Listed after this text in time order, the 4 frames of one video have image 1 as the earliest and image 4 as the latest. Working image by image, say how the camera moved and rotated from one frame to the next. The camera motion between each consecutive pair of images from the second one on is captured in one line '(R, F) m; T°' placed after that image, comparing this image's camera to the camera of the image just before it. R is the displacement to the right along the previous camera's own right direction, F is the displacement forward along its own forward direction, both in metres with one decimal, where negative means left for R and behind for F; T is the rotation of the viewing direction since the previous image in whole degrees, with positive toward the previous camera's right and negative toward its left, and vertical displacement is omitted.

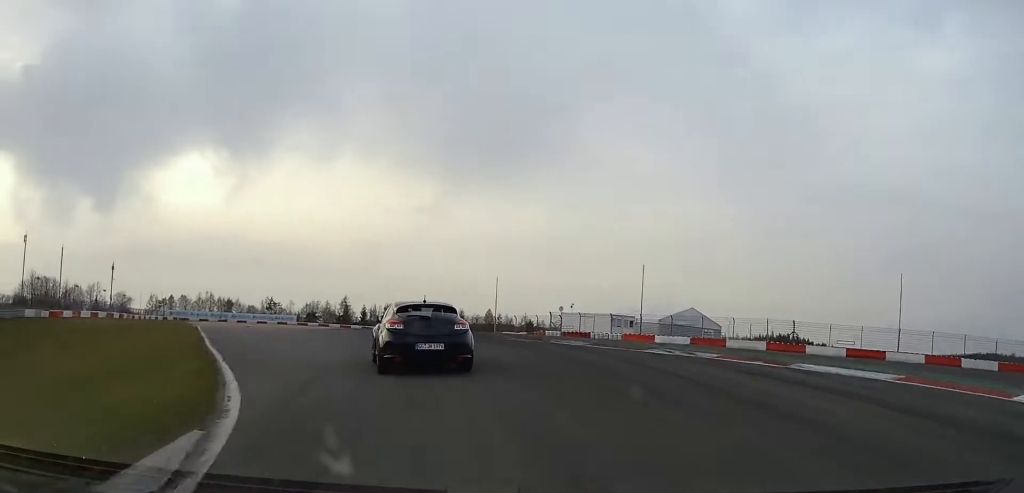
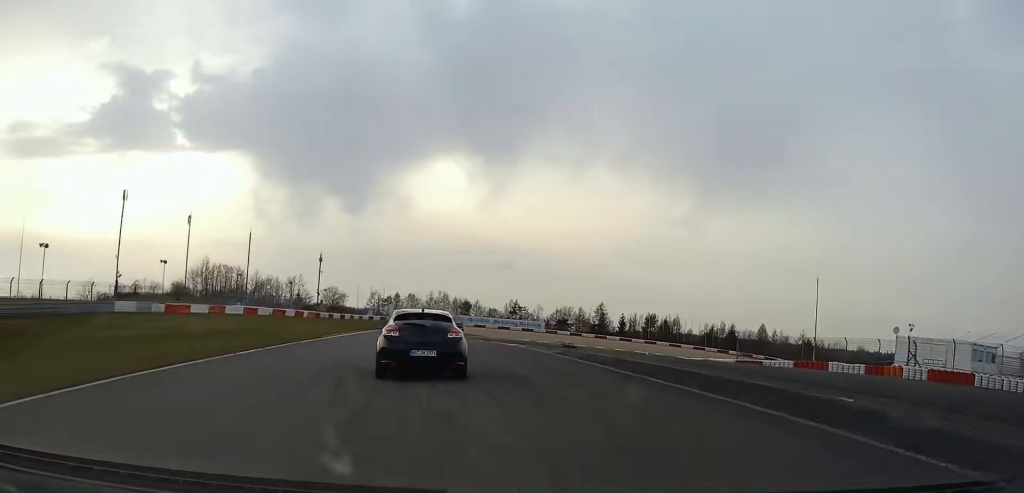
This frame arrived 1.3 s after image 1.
(-7.0, +31.7) m; -19°
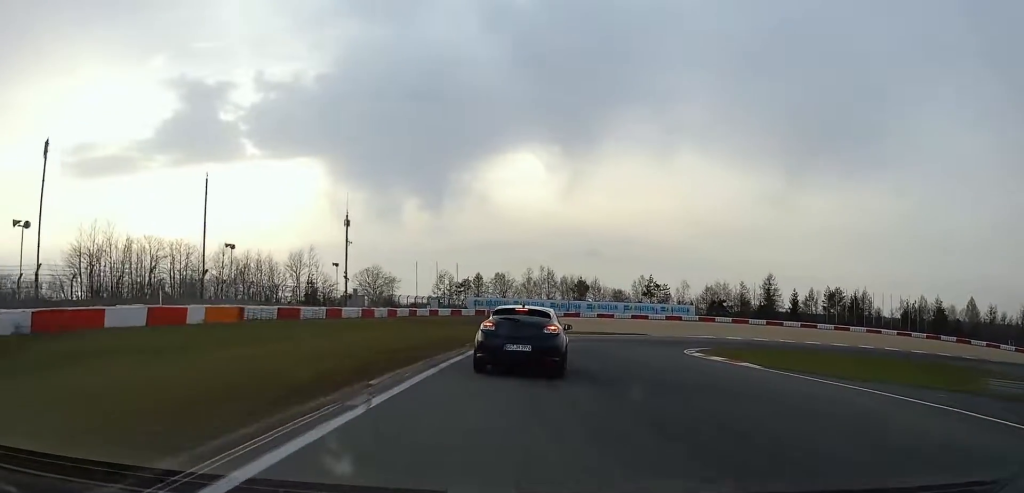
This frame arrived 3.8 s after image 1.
(-9.1, +72.8) m; -6°
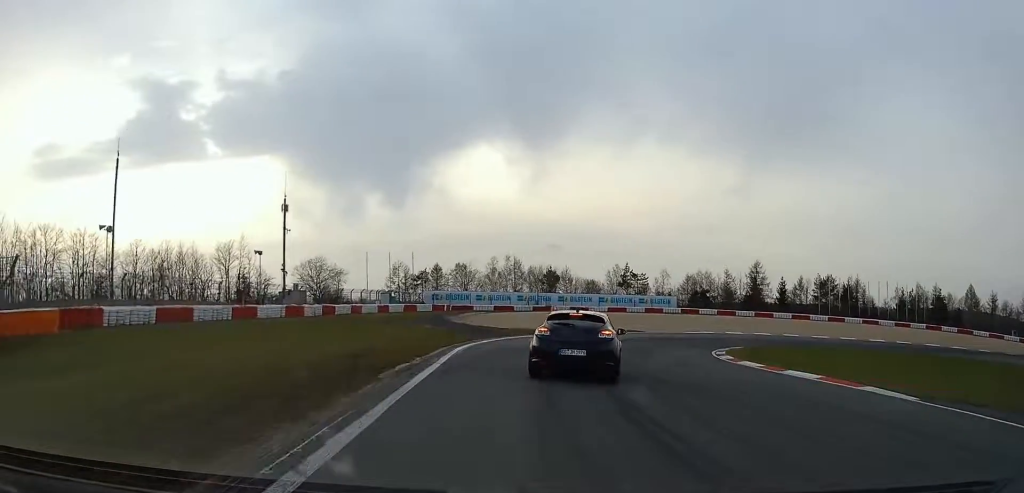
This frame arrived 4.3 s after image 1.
(+0.2, +15.7) m; +3°
